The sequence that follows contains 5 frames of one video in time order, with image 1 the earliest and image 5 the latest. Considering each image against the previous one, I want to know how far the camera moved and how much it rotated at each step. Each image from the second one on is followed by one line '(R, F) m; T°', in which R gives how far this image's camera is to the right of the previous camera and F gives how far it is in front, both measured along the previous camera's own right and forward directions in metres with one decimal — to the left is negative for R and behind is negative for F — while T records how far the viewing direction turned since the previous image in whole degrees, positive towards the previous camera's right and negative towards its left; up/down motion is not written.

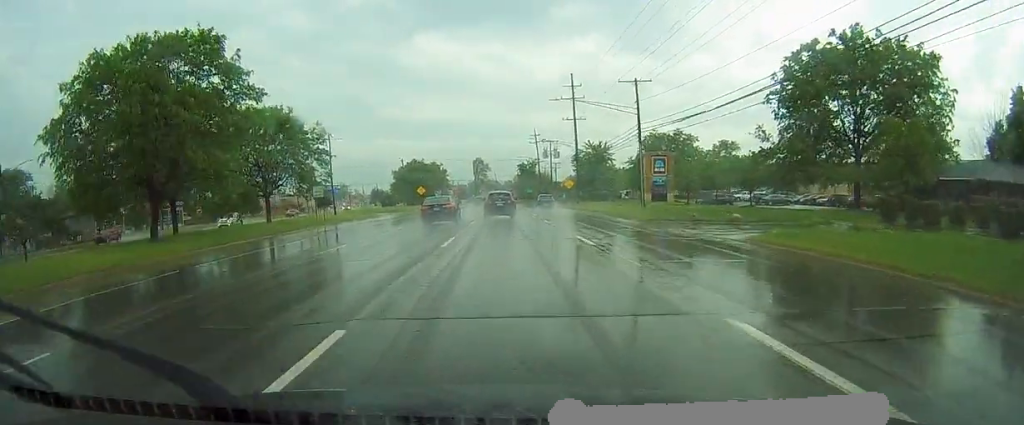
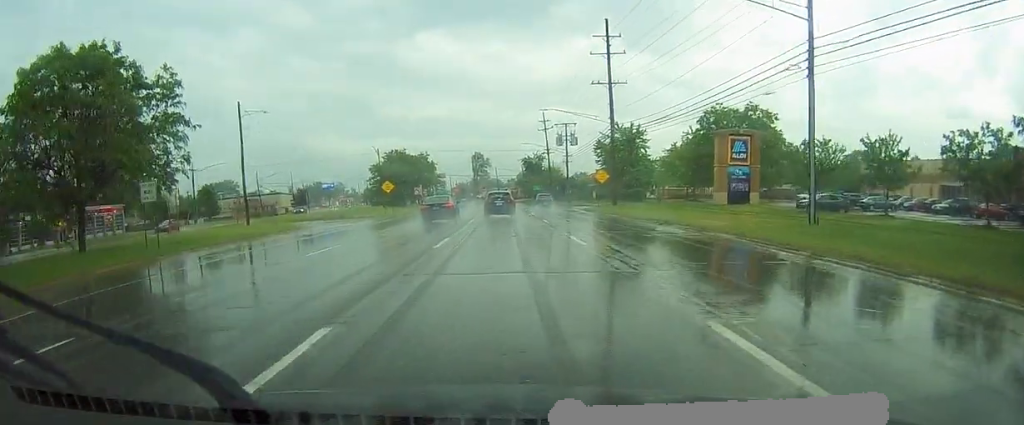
(+0.2, +28.5) m; 0°
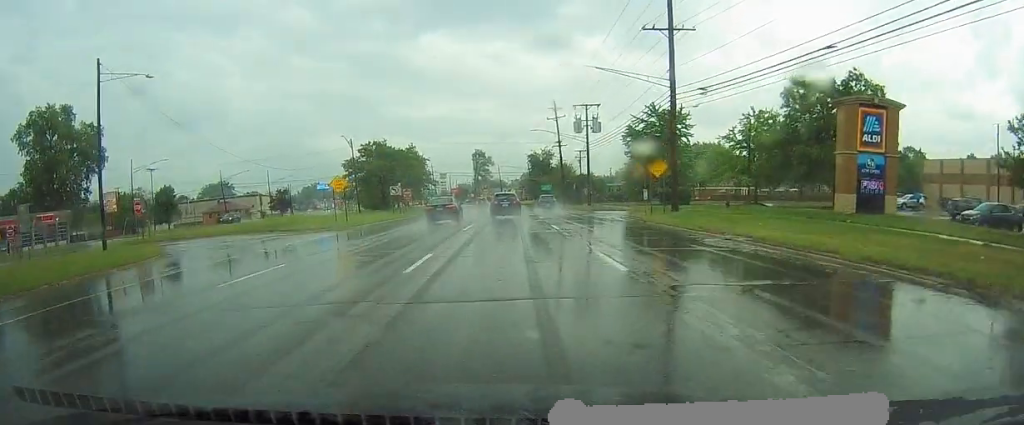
(-0.4, +21.6) m; -1°
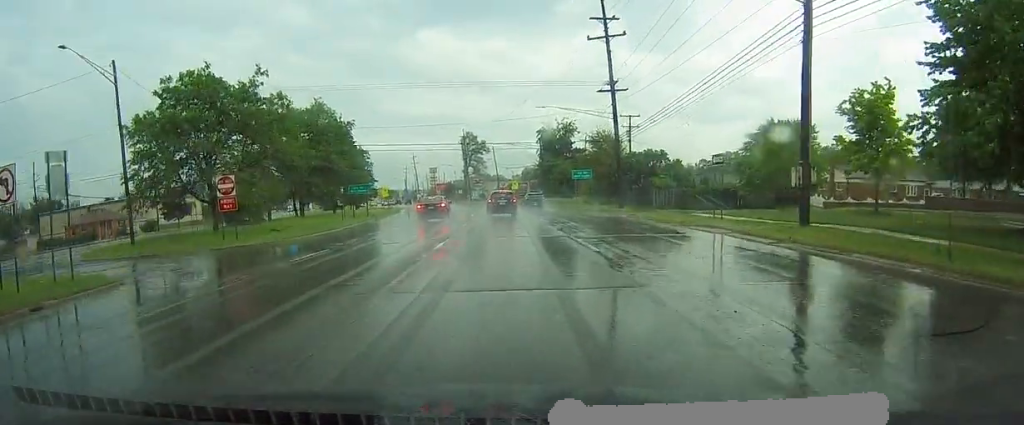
(+0.7, +57.9) m; +1°
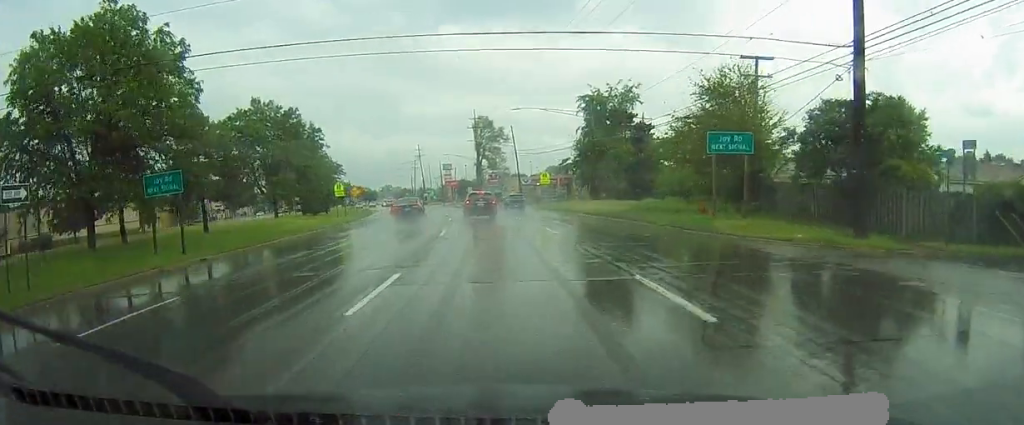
(-0.6, +38.0) m; -2°
